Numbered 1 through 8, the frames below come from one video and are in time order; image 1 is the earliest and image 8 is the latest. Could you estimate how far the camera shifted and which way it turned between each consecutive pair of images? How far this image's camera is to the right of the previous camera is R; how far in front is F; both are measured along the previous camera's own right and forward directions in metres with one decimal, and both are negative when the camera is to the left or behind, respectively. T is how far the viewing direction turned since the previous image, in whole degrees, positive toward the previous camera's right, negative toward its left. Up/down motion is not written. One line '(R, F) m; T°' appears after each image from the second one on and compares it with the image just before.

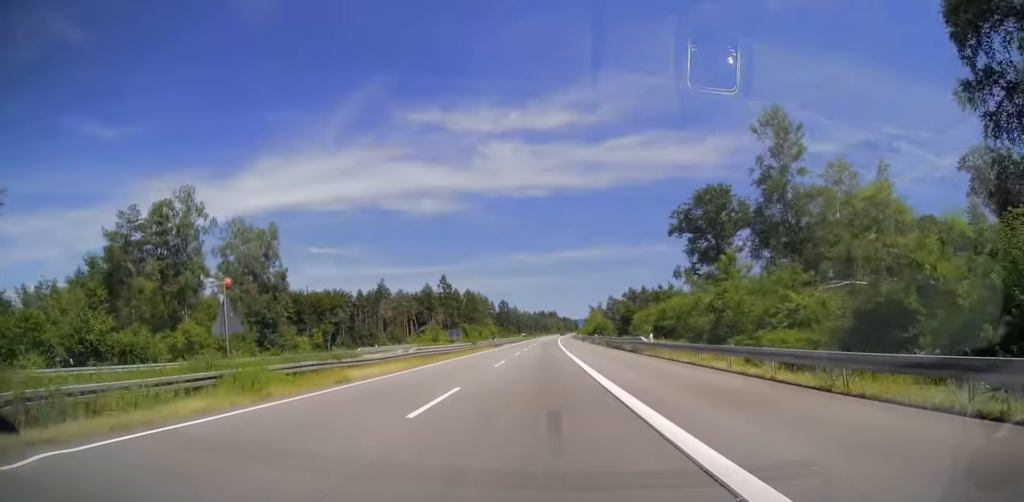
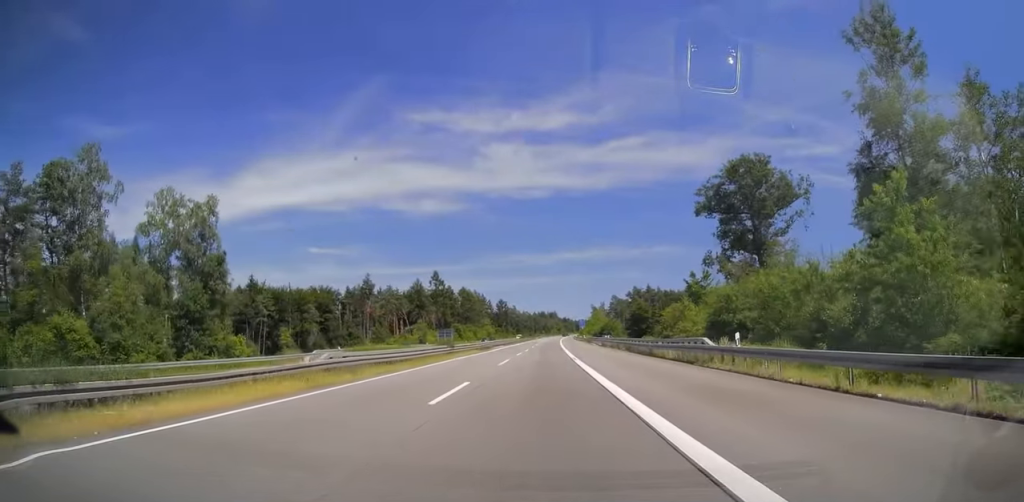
(+0.1, +16.0) m; 0°
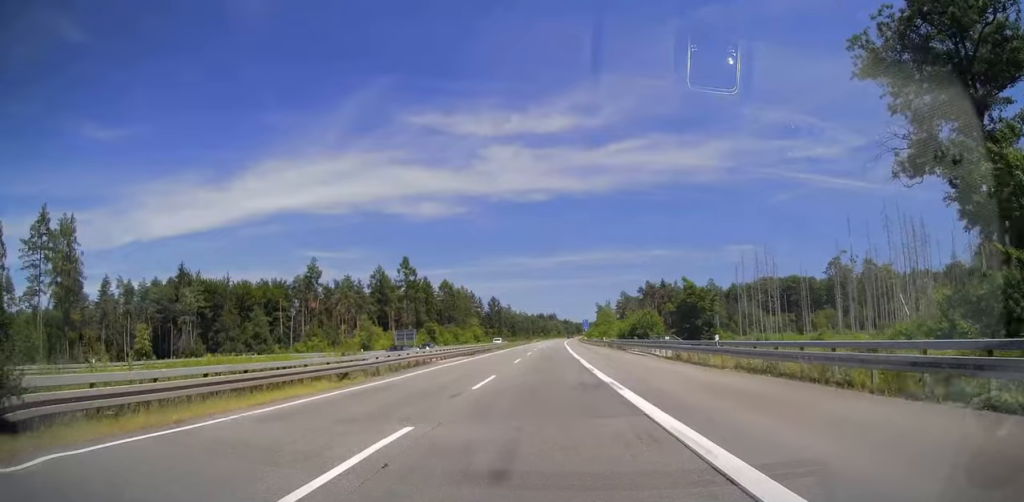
(-0.1, +42.1) m; -1°
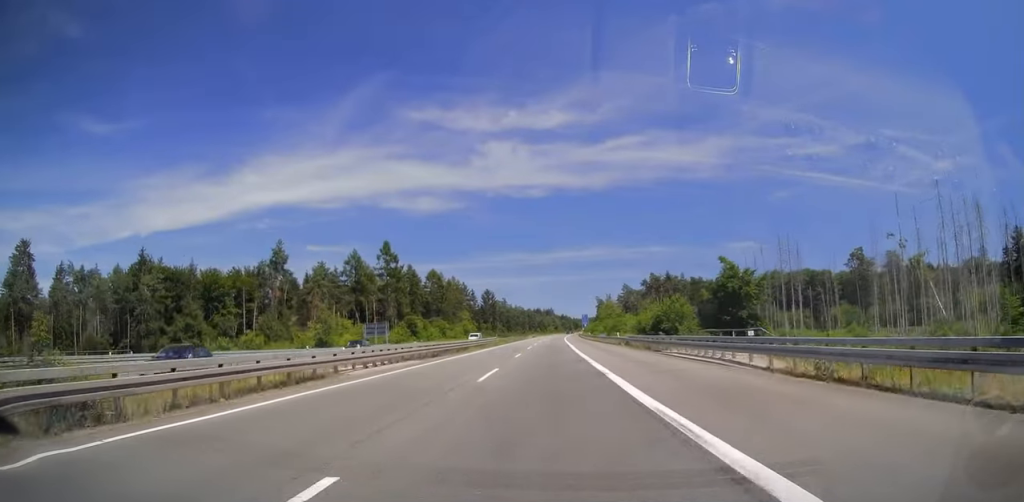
(-0.2, +17.5) m; 0°
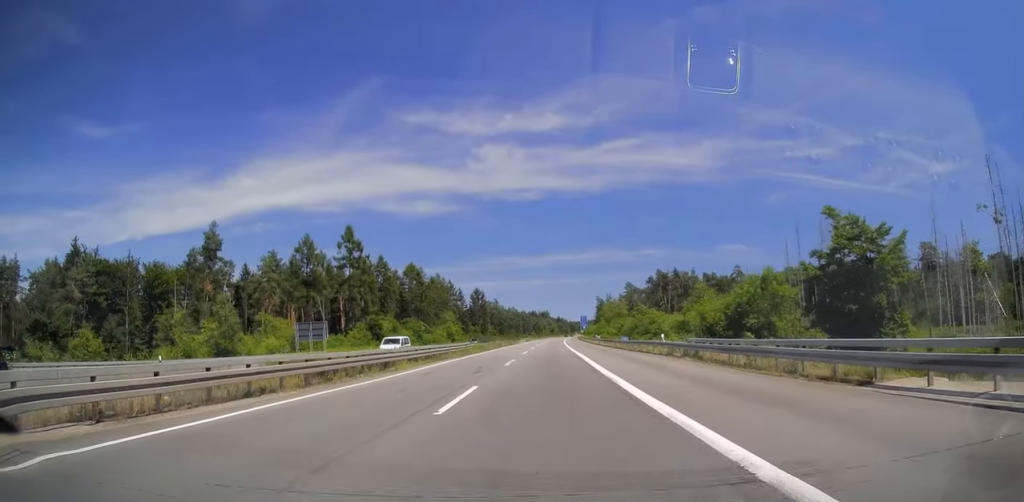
(+0.2, +24.7) m; +1°
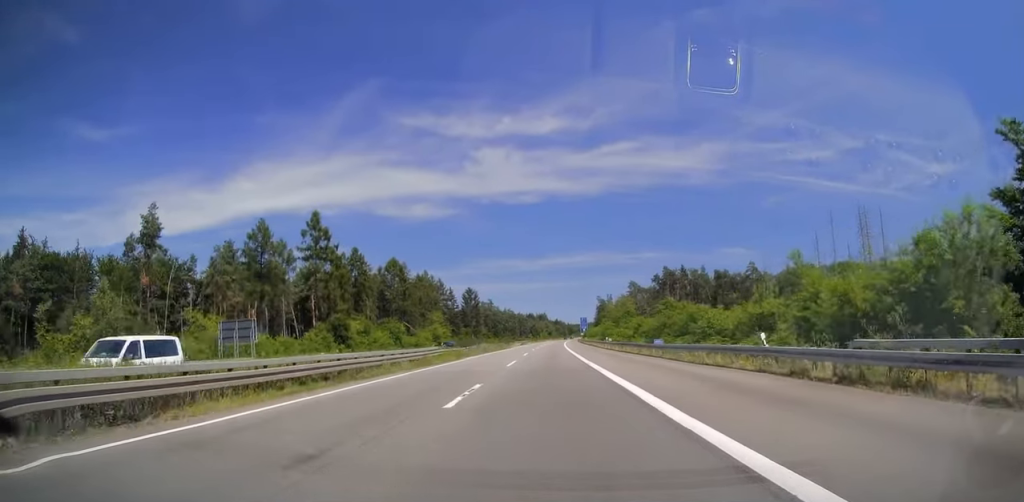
(+0.1, +16.9) m; 0°
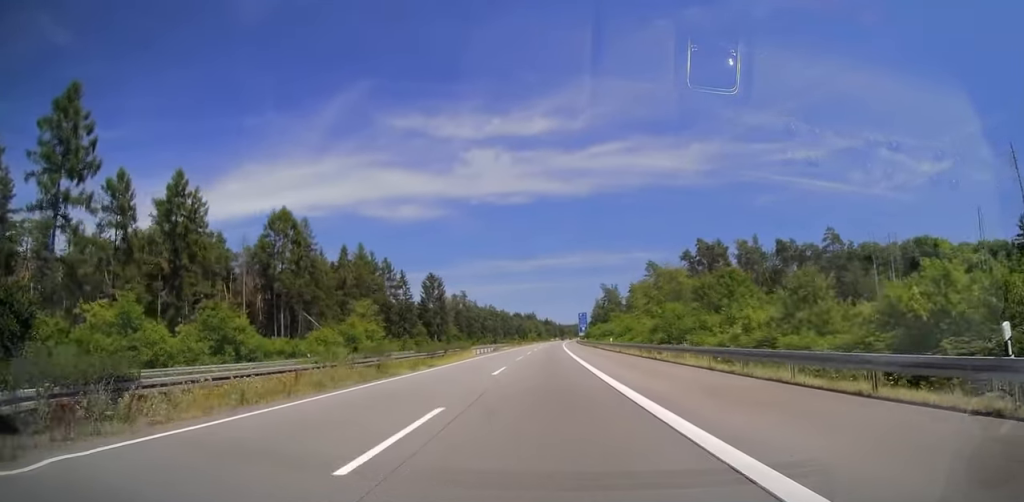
(+0.2, +59.6) m; +1°
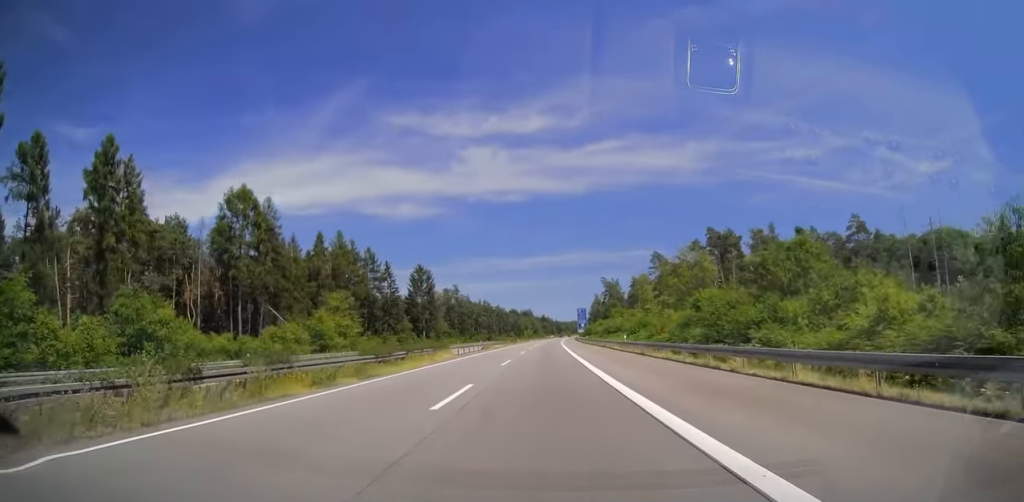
(+0.2, +12.3) m; 0°
